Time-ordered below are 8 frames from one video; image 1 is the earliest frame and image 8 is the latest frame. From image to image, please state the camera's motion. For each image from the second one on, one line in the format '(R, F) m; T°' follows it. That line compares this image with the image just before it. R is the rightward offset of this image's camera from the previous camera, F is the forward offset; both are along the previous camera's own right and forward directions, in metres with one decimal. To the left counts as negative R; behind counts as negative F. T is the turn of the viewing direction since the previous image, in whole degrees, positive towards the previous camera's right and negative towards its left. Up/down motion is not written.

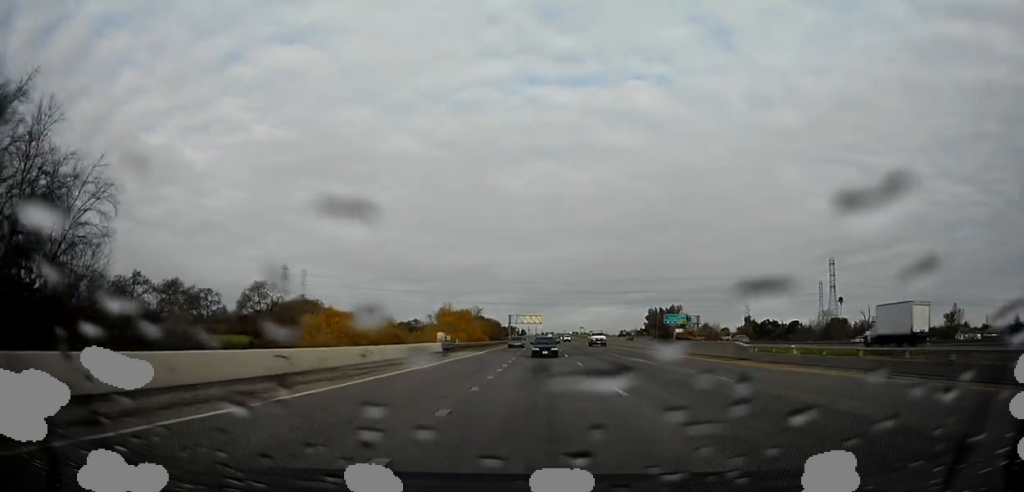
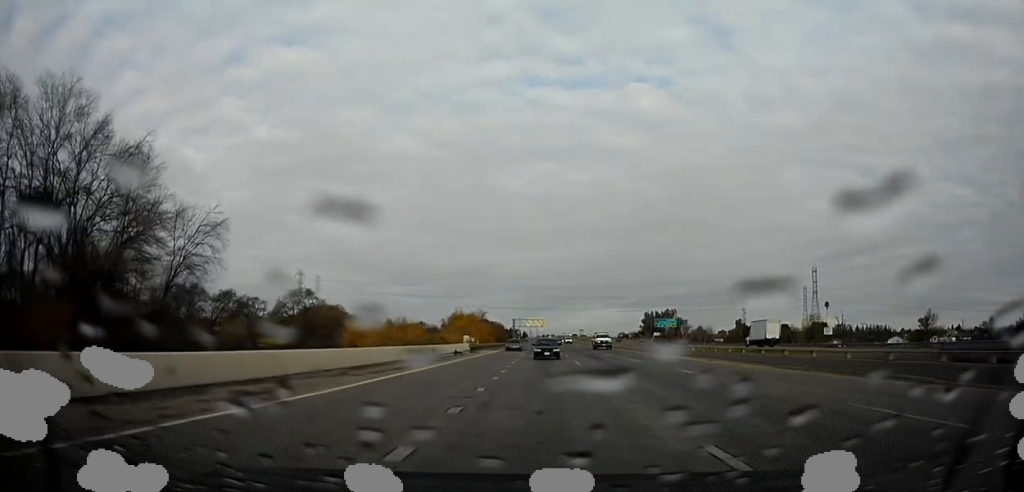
(-0.1, +18.9) m; 0°
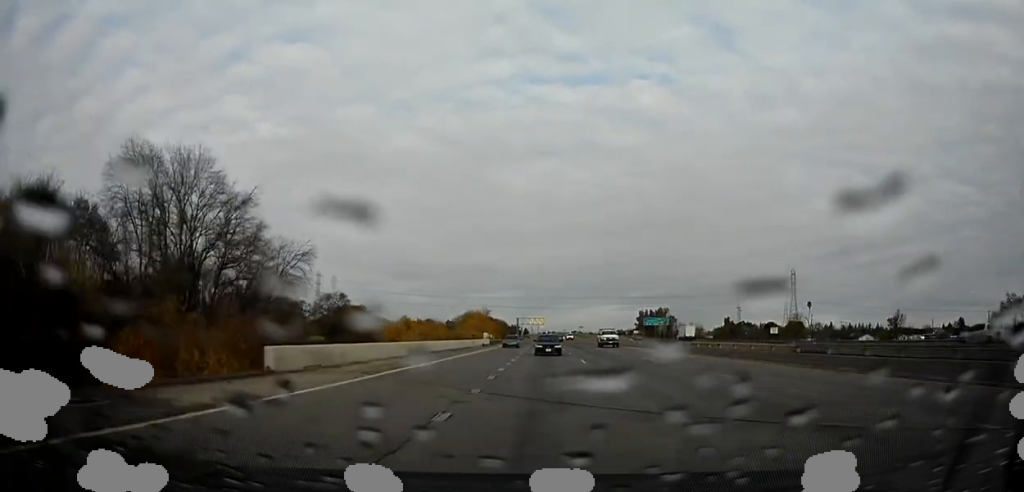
(+0.2, +26.0) m; 0°
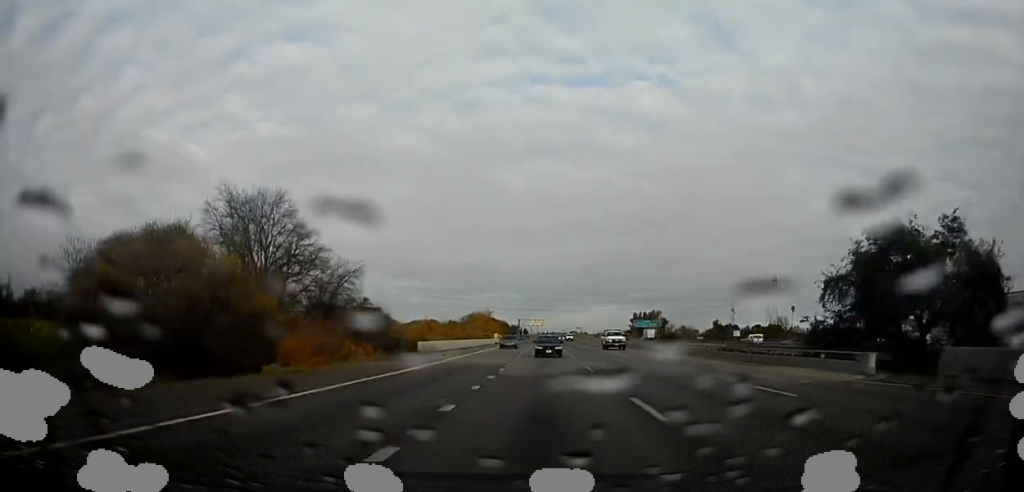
(-0.2, +24.5) m; 0°
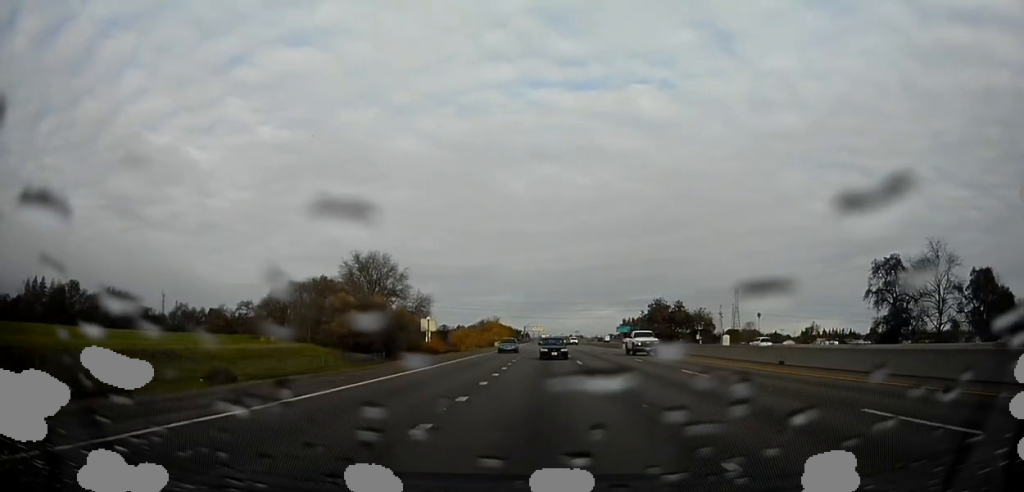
(0.0, +65.4) m; 0°
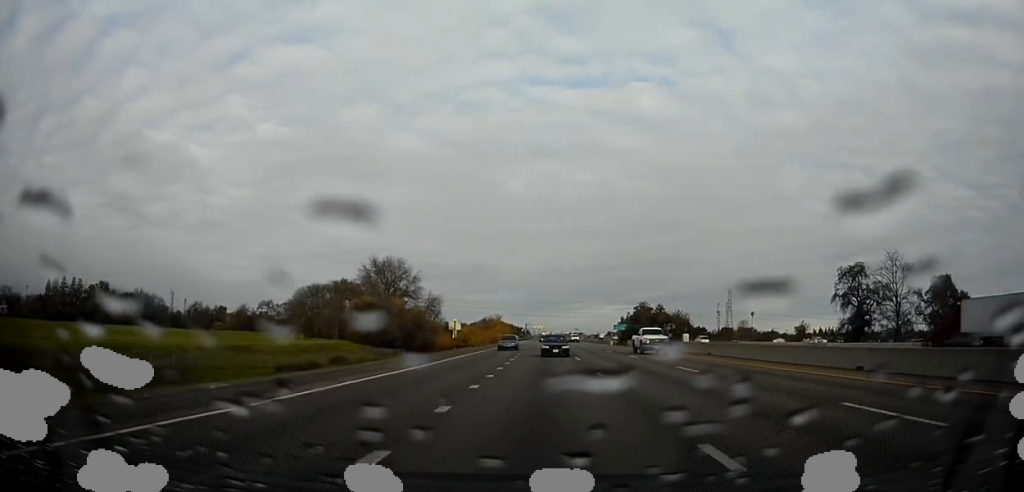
(+0.1, +15.9) m; 0°
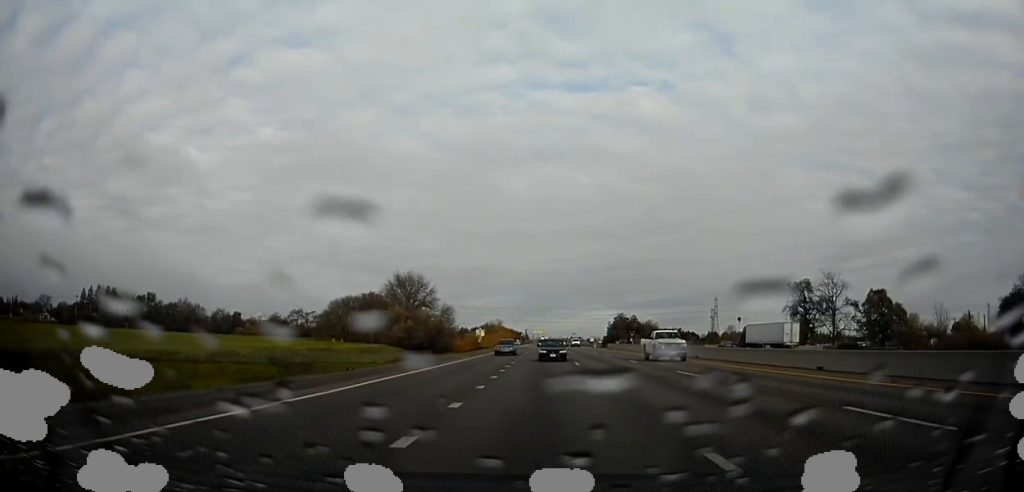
(+0.2, +28.6) m; 0°
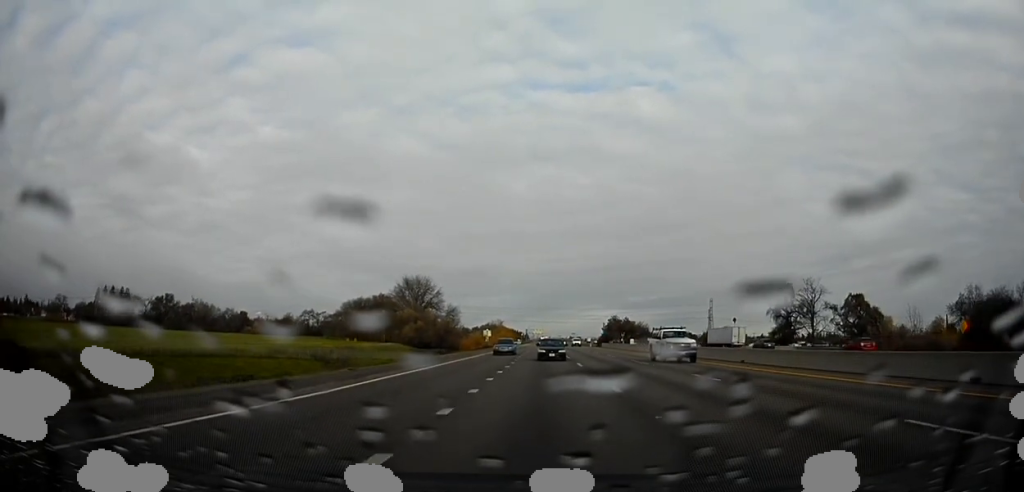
(-0.1, +12.8) m; 0°
